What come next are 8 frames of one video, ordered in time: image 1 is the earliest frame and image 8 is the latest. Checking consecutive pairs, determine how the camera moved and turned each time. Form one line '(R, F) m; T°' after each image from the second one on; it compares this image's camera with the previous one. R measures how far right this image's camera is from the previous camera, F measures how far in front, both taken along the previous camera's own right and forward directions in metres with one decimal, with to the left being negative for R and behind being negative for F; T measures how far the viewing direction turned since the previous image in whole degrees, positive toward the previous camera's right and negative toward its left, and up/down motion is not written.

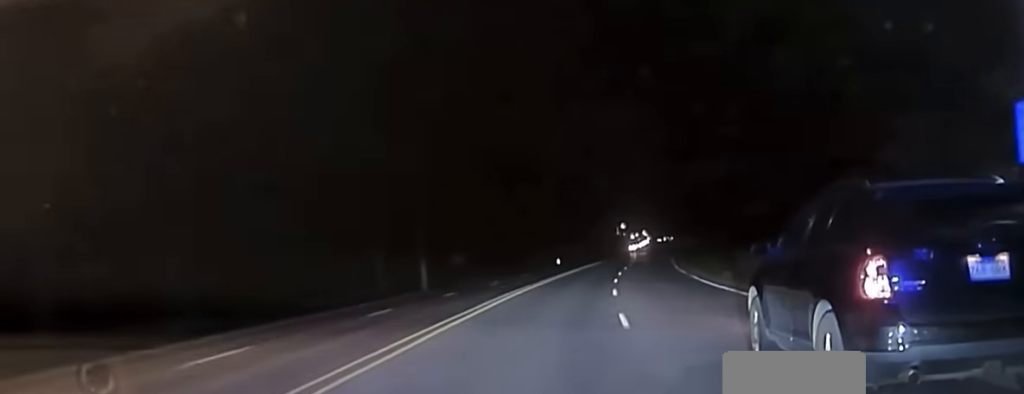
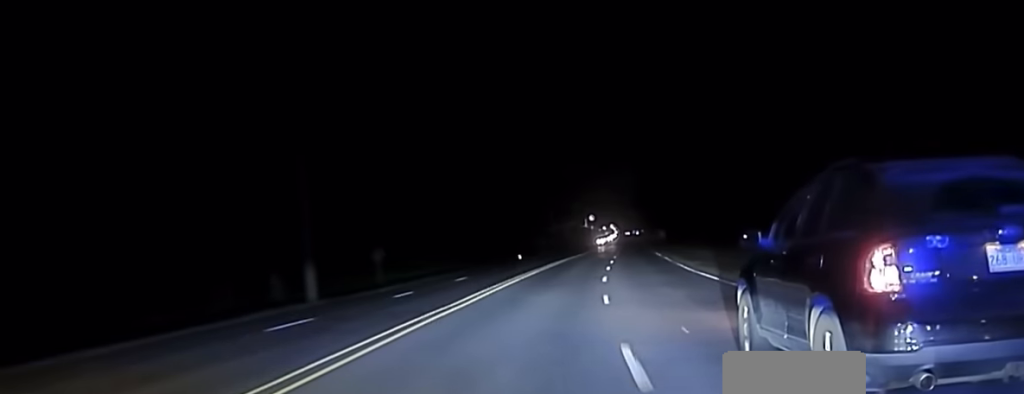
(+0.2, +19.5) m; +1°
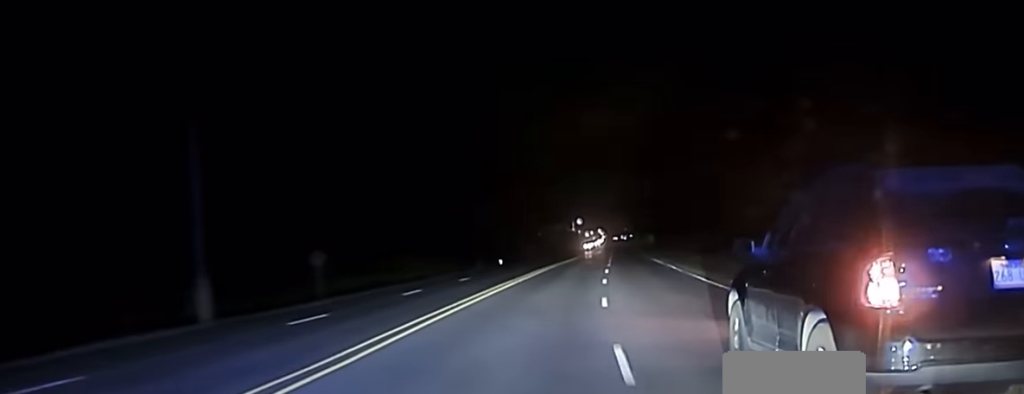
(0.0, +12.5) m; +1°
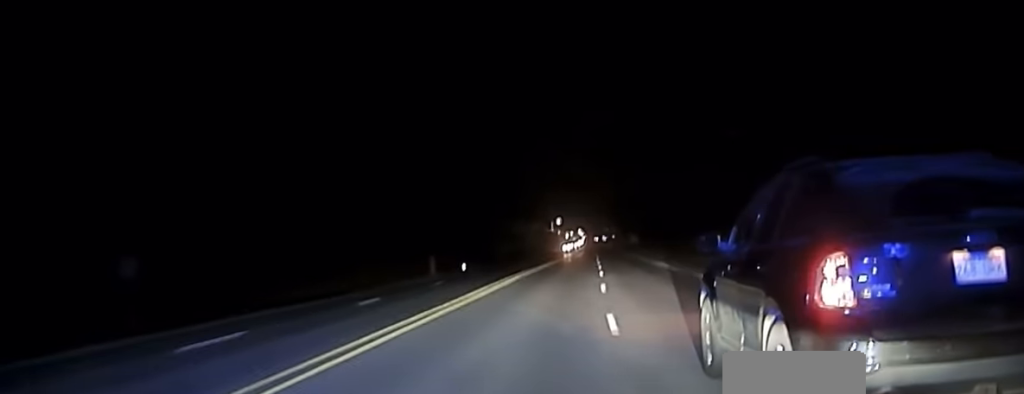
(+0.3, +20.9) m; +1°
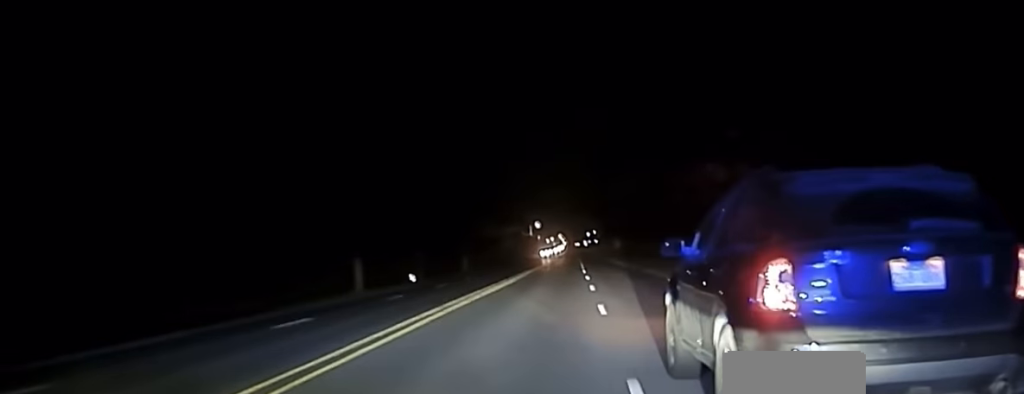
(+0.2, +22.3) m; +1°
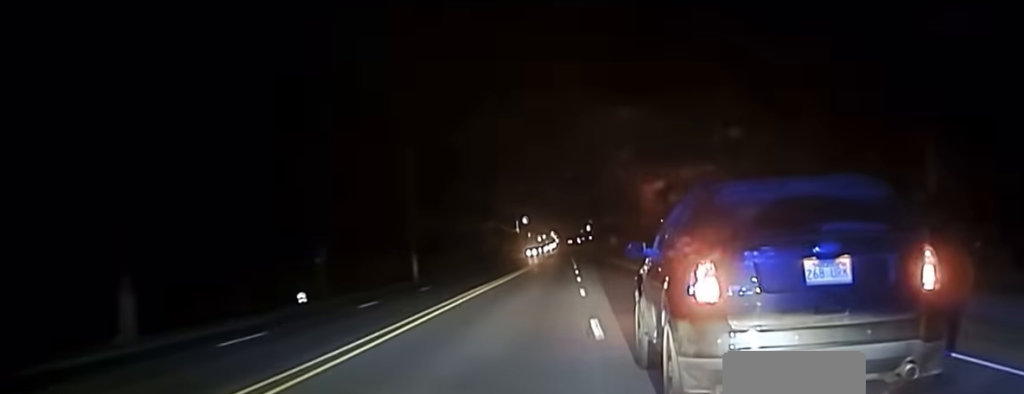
(+0.1, +30.9) m; 0°
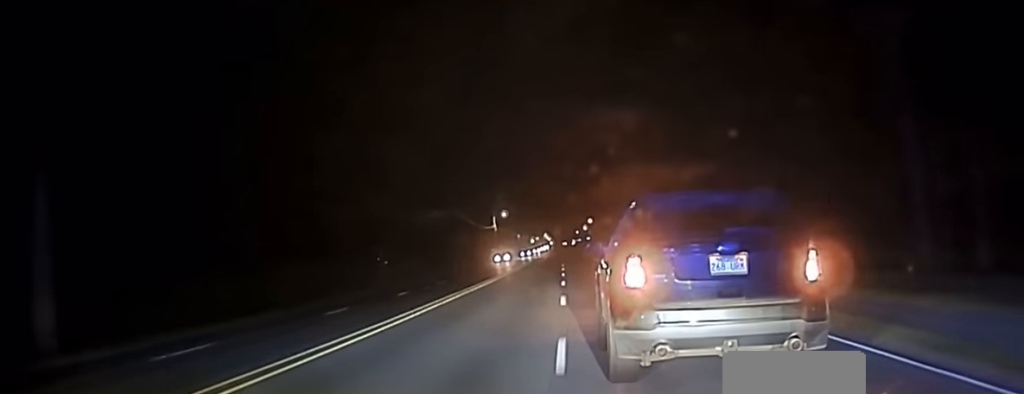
(+0.1, +49.8) m; 0°
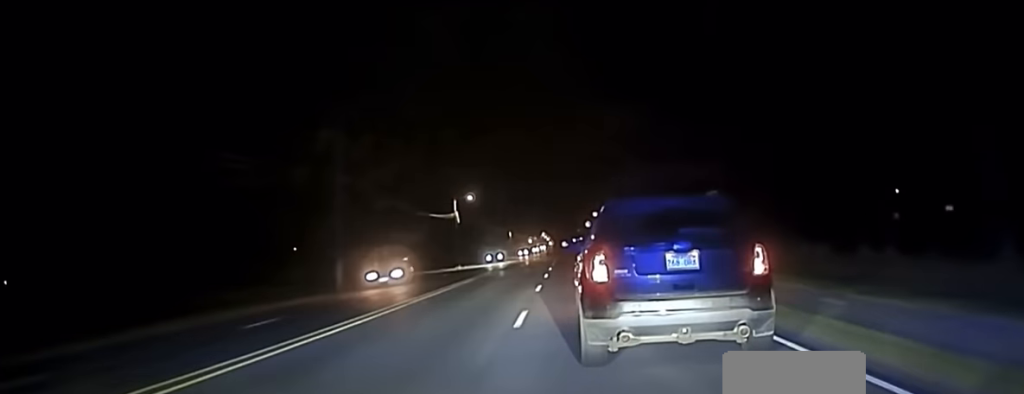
(-0.3, +47.6) m; 0°
